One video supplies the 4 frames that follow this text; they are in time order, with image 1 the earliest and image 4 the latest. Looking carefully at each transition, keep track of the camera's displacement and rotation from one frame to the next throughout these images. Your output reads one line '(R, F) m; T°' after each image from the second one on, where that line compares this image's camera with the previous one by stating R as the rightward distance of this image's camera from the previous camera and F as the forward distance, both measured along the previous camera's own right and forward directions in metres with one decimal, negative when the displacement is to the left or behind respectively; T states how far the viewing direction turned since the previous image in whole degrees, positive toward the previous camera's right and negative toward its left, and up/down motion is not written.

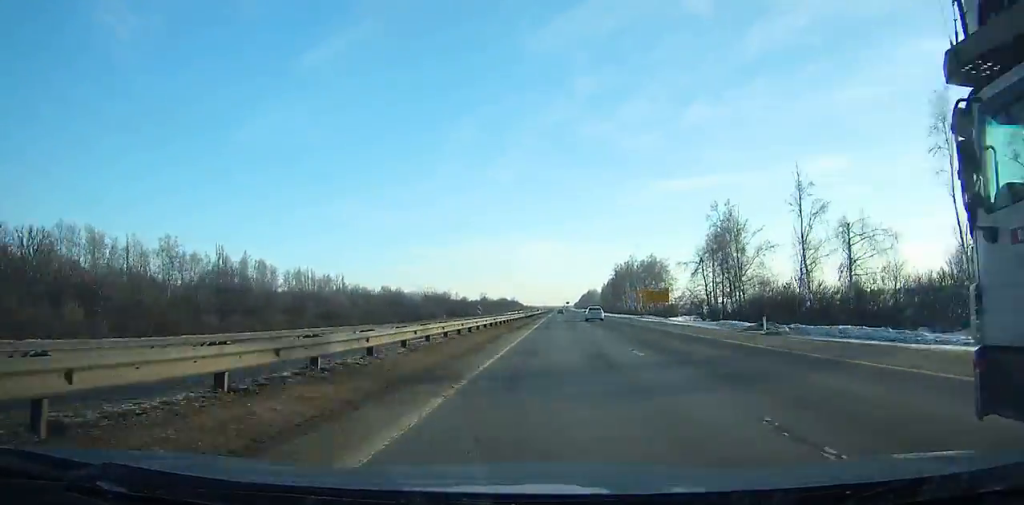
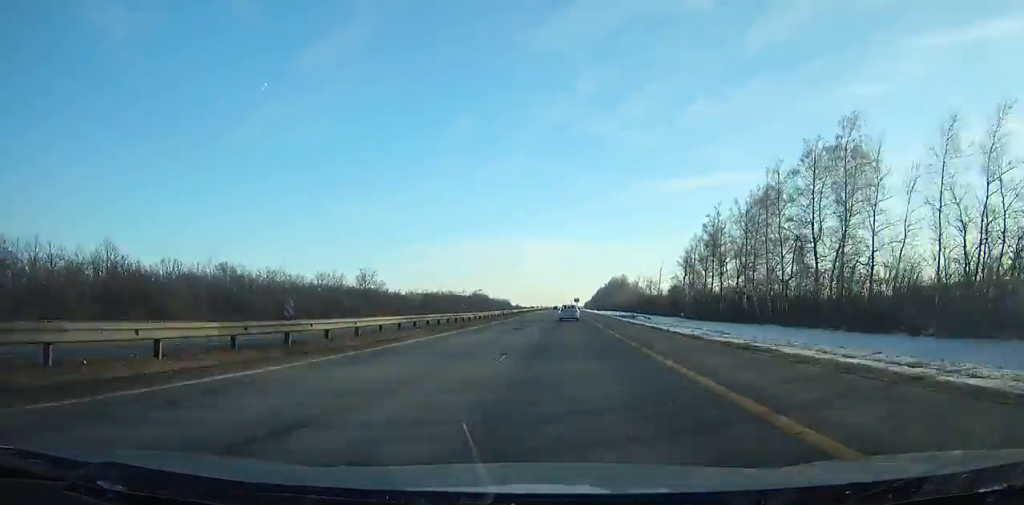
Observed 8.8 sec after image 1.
(+1.0, +250.3) m; 0°
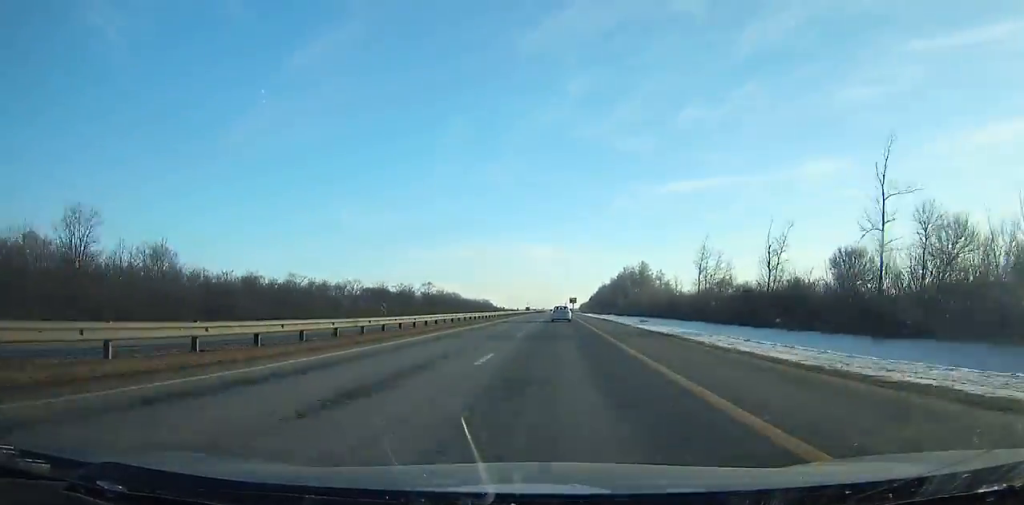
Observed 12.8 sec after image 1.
(+0.3, +109.0) m; 0°
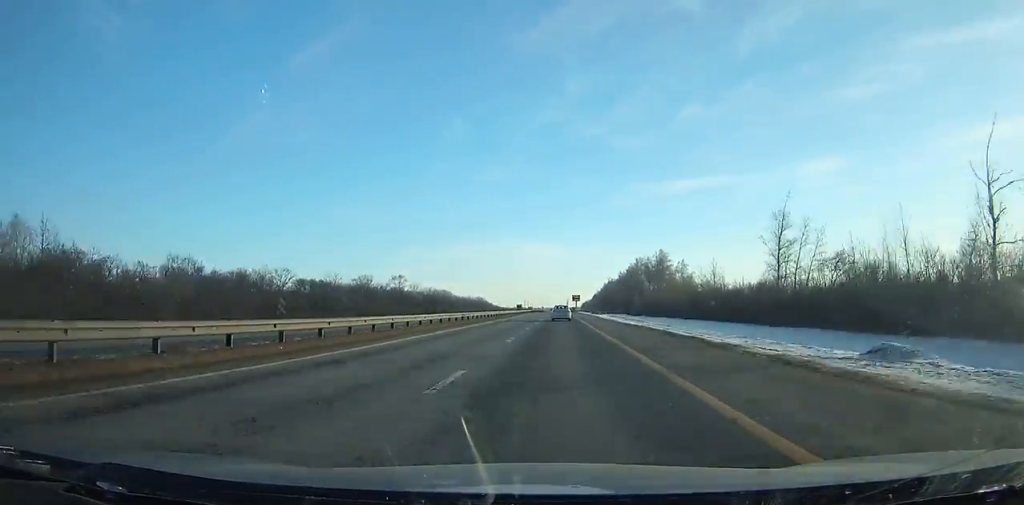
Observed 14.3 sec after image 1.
(0.0, +40.4) m; 0°
